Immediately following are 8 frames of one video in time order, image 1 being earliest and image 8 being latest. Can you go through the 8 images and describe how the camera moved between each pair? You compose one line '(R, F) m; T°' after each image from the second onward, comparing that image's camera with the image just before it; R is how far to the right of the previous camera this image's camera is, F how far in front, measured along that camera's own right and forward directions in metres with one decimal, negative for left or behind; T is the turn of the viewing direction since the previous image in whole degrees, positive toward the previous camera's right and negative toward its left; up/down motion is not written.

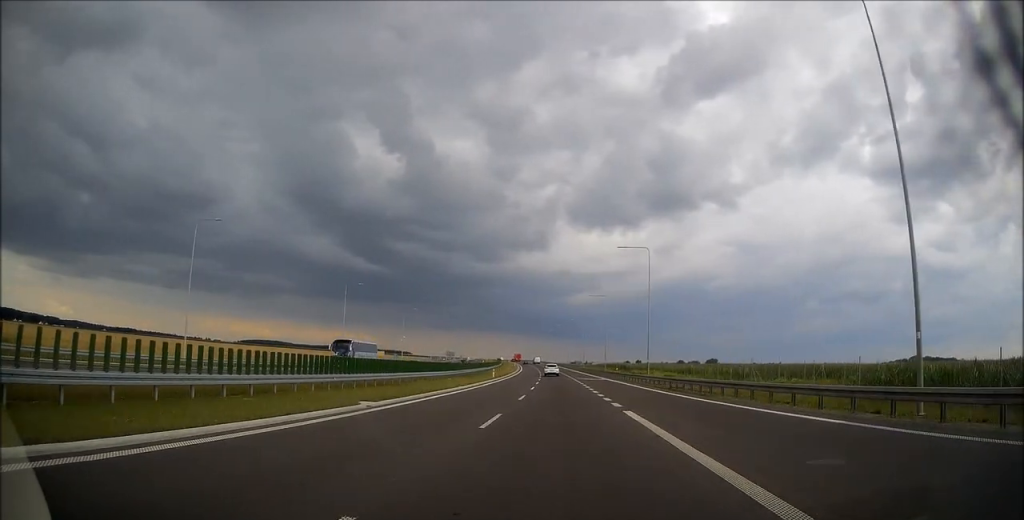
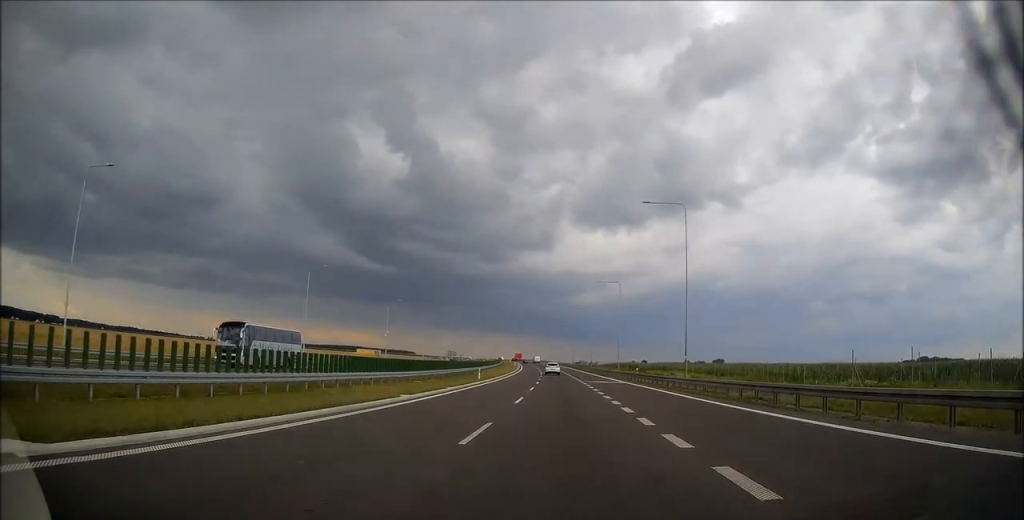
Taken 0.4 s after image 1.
(0.0, +14.9) m; 0°
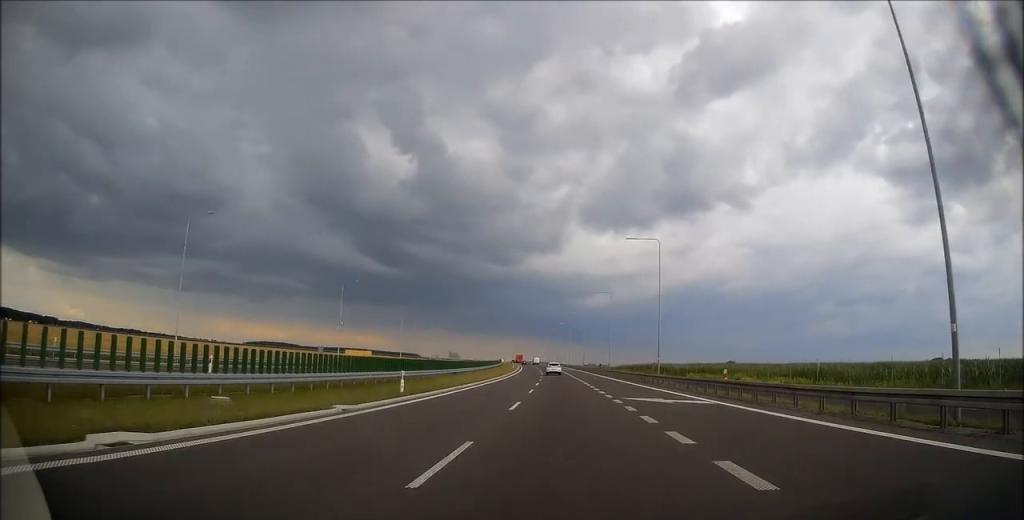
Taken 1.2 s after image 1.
(-0.2, +26.5) m; -1°
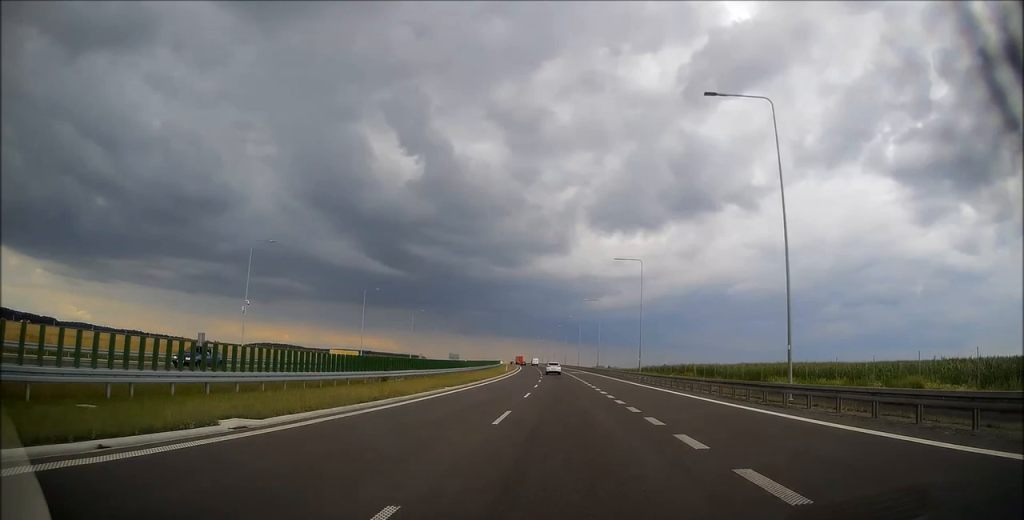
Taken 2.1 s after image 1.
(-0.3, +30.0) m; -1°
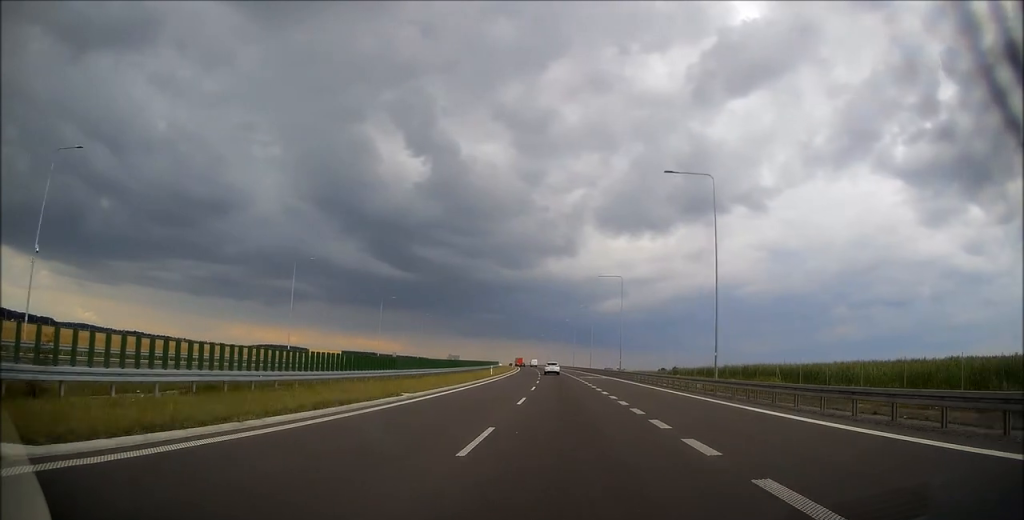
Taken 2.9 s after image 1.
(-0.4, +28.9) m; -1°
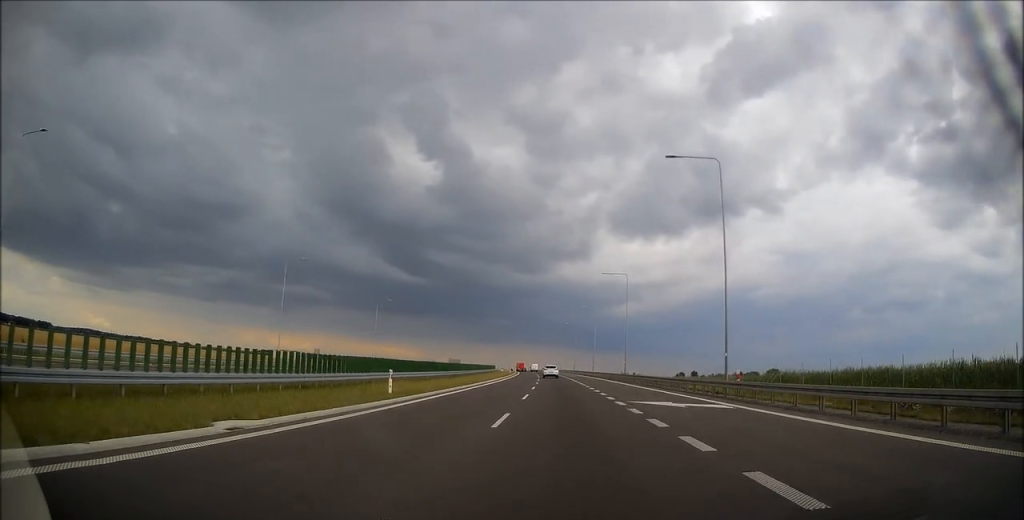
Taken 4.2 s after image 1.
(-0.2, +43.9) m; 0°
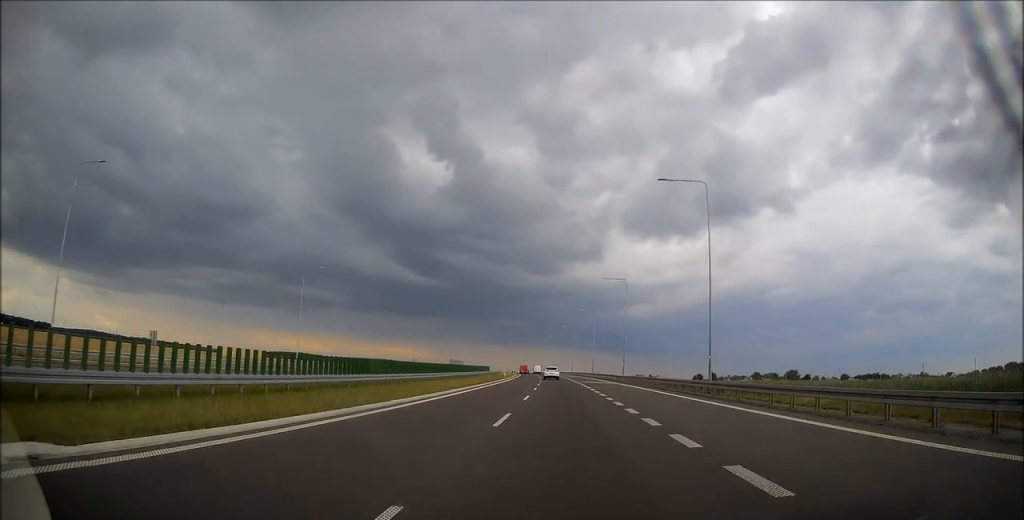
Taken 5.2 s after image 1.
(0.0, +35.8) m; -1°
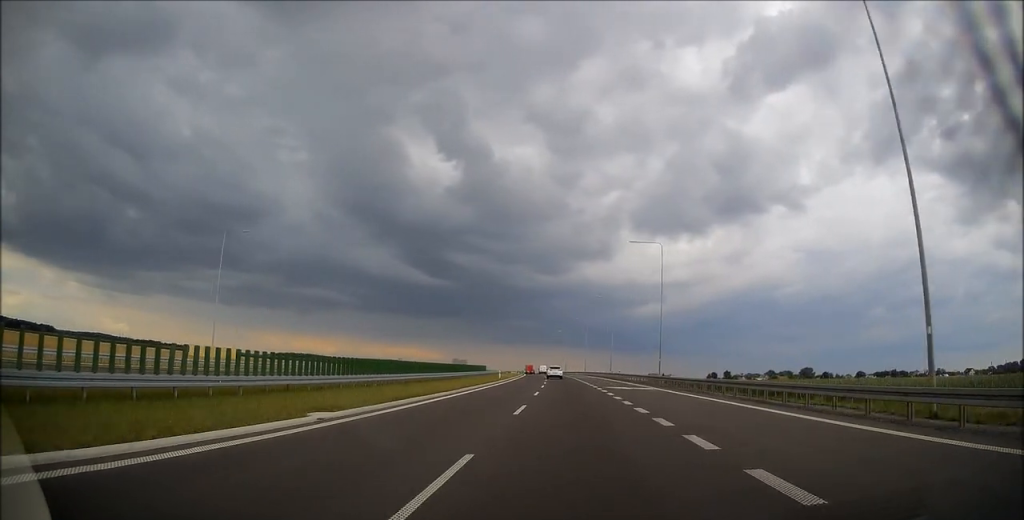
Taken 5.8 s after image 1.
(-0.3, +20.7) m; -1°
